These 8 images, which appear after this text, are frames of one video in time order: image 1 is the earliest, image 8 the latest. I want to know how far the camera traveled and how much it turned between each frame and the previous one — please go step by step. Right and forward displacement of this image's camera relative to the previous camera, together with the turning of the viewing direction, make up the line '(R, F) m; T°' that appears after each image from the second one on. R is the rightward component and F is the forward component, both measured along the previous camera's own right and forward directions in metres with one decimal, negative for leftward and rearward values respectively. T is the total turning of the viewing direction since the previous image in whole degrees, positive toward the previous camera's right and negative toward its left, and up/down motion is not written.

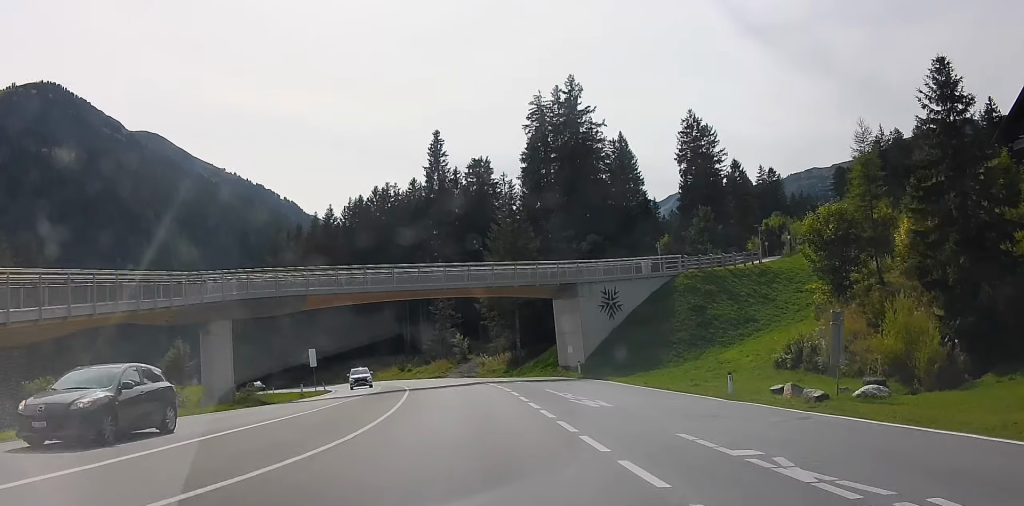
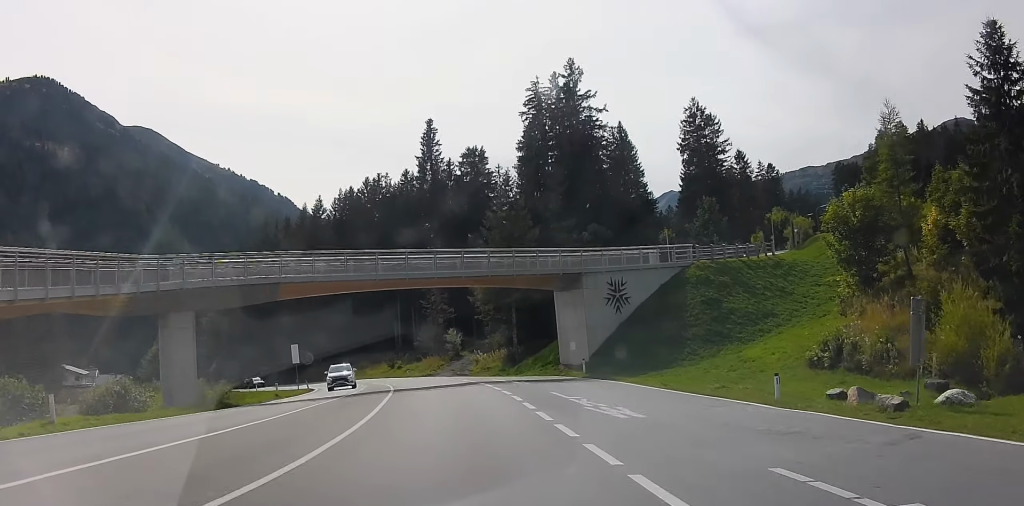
(+0.4, +4.8) m; -1°
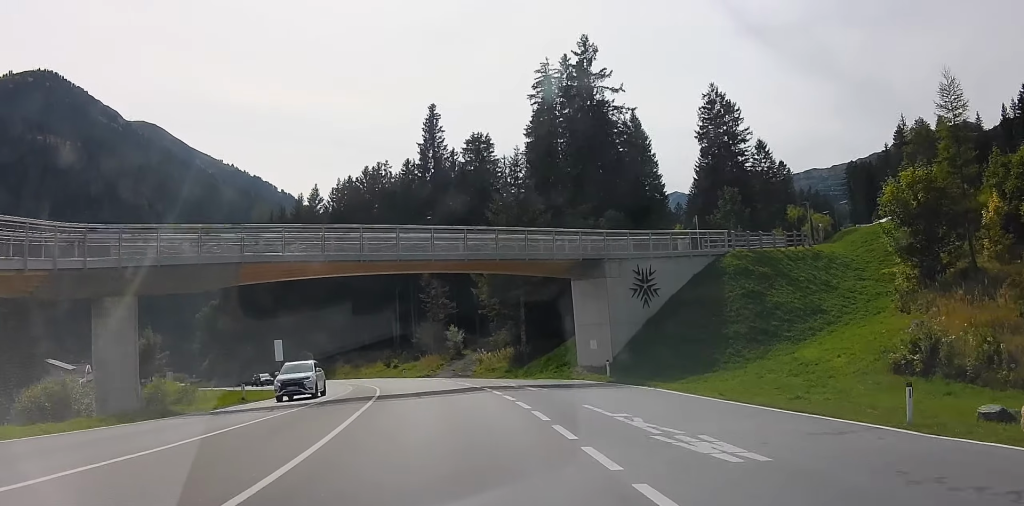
(-0.3, +7.2) m; -2°
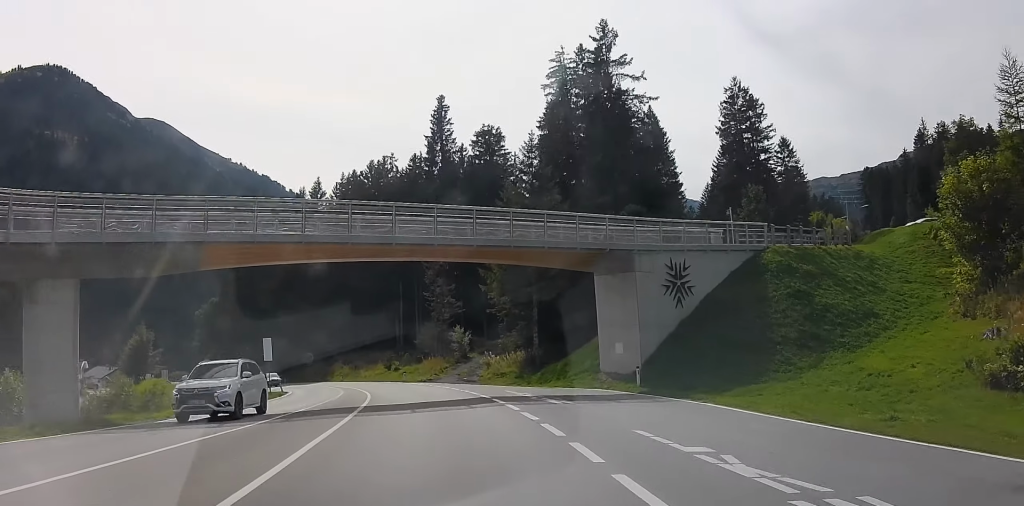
(-0.3, +5.5) m; -2°
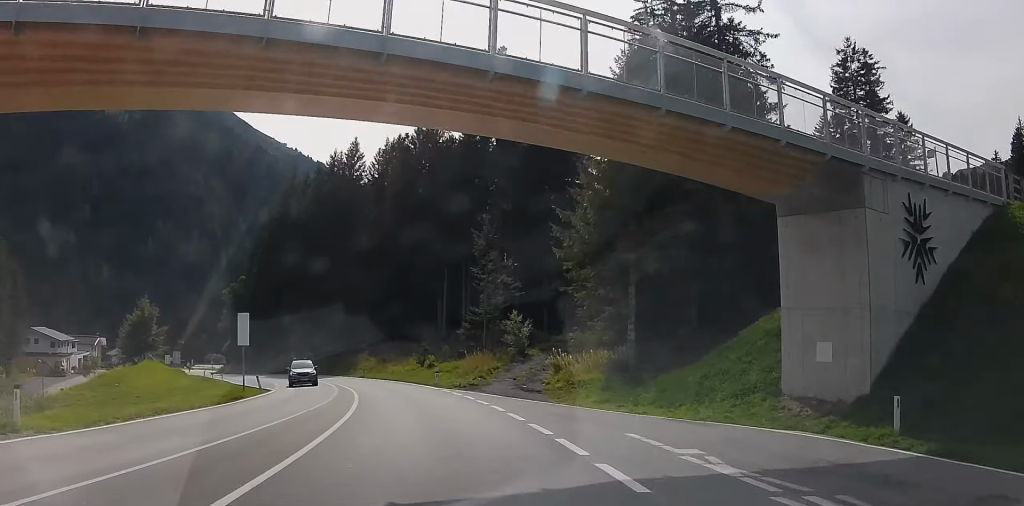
(-0.8, +17.1) m; -7°
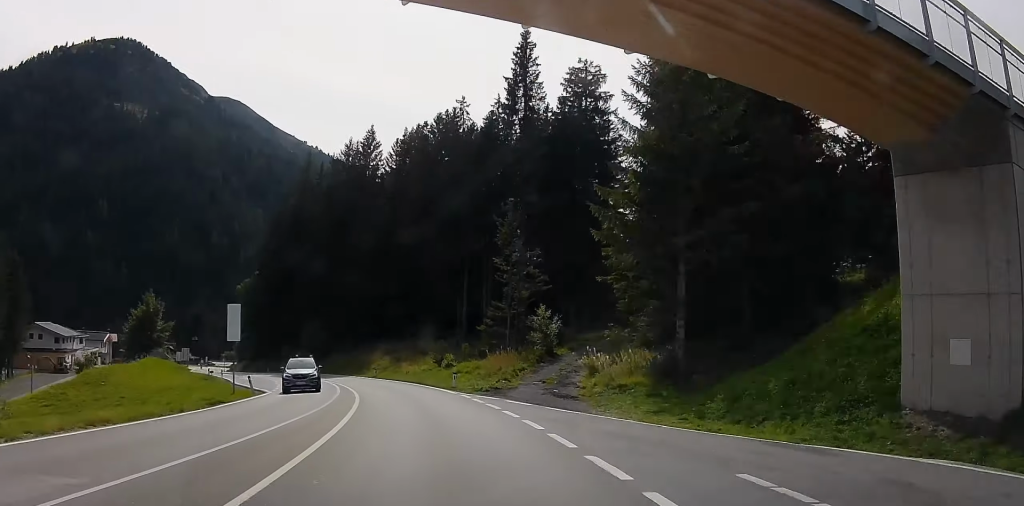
(-0.2, +5.2) m; -2°
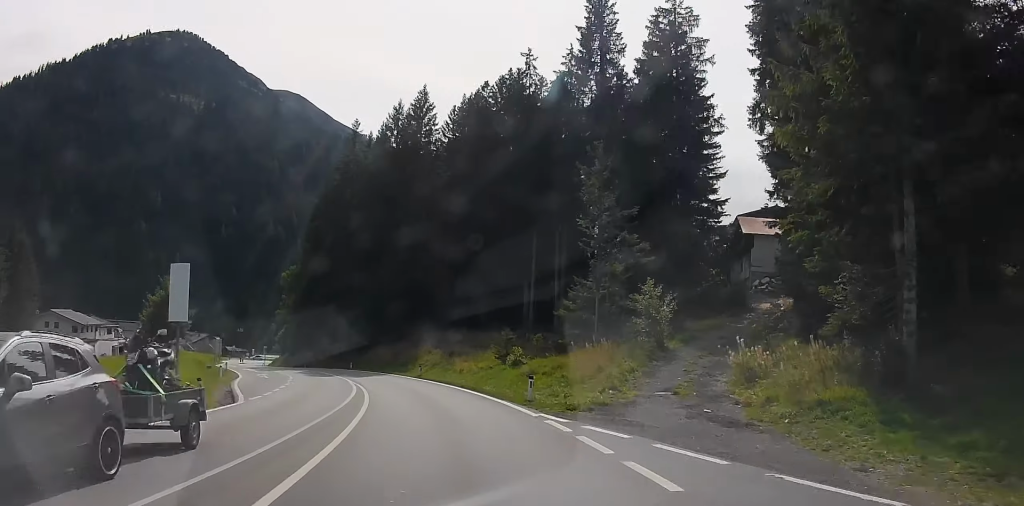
(-0.1, +13.3) m; -5°
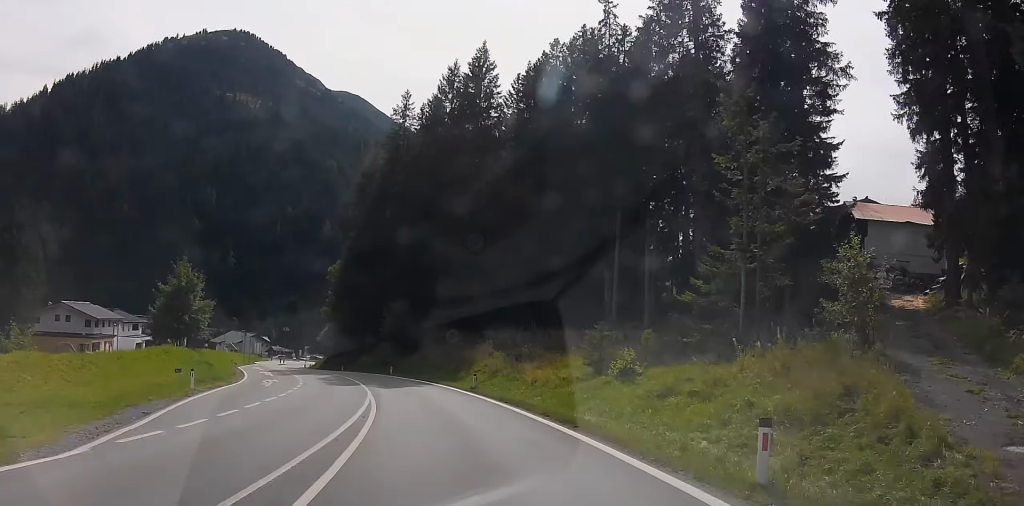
(-1.0, +13.0) m; -4°
